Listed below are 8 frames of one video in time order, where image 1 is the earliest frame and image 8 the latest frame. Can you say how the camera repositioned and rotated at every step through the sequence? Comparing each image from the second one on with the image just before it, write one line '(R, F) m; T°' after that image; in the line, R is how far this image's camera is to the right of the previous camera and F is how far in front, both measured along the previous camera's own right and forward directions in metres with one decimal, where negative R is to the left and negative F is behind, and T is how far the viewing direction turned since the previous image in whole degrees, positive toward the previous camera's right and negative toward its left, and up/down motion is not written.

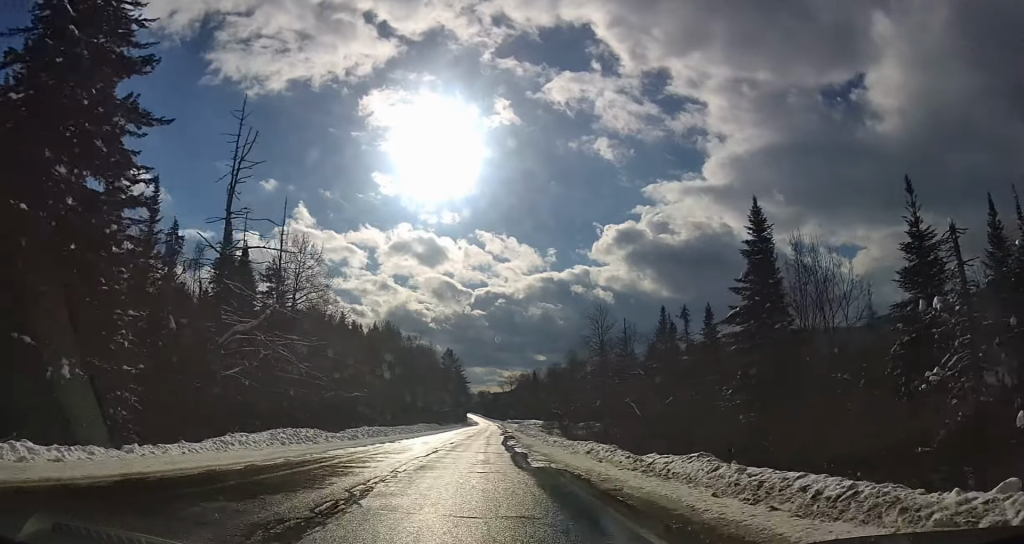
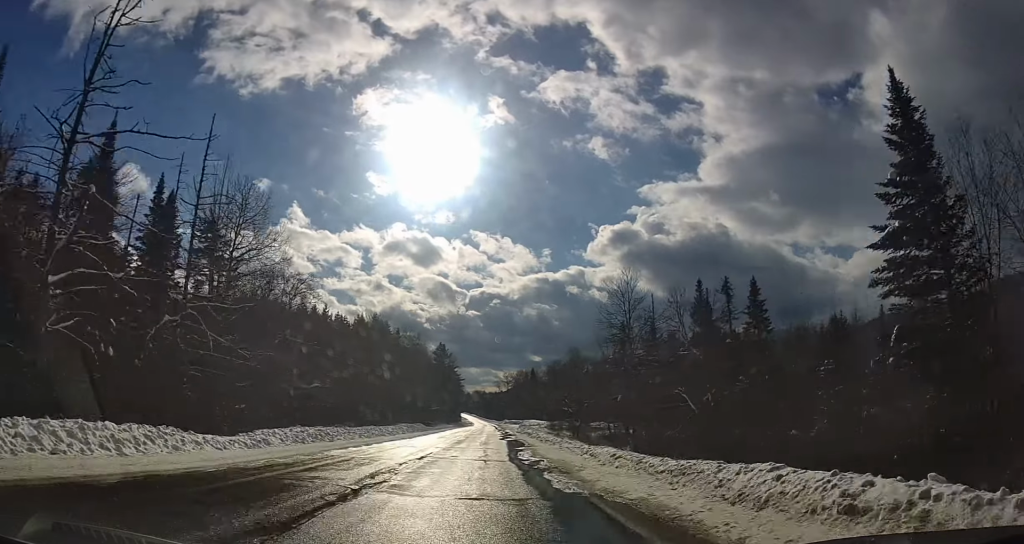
(0.0, +14.3) m; 0°
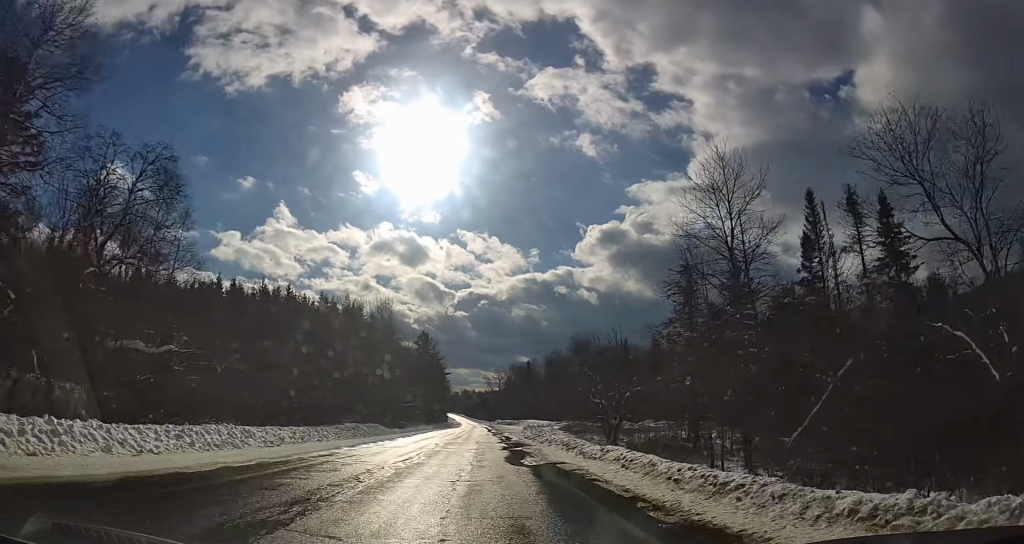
(+0.2, +24.2) m; +1°
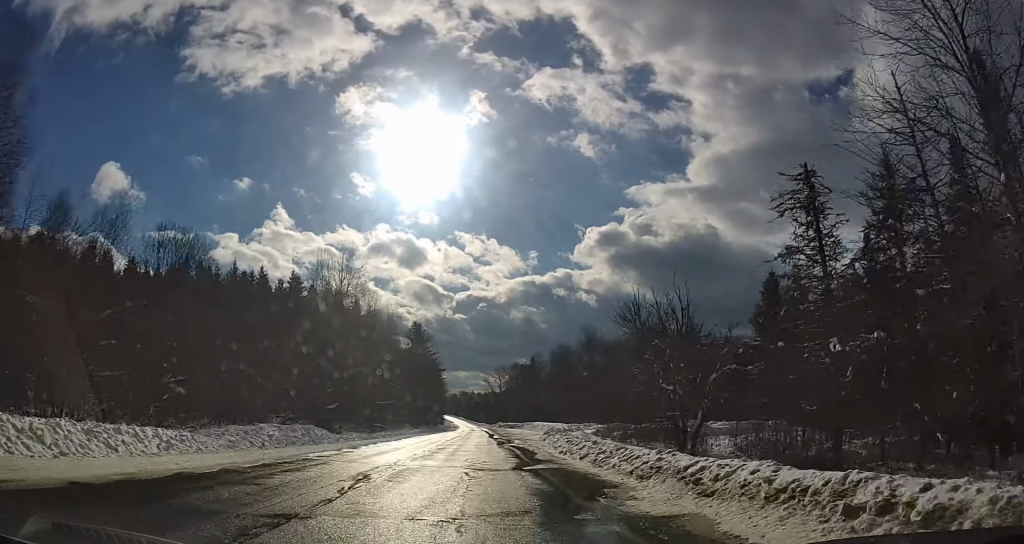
(+0.1, +18.1) m; +1°
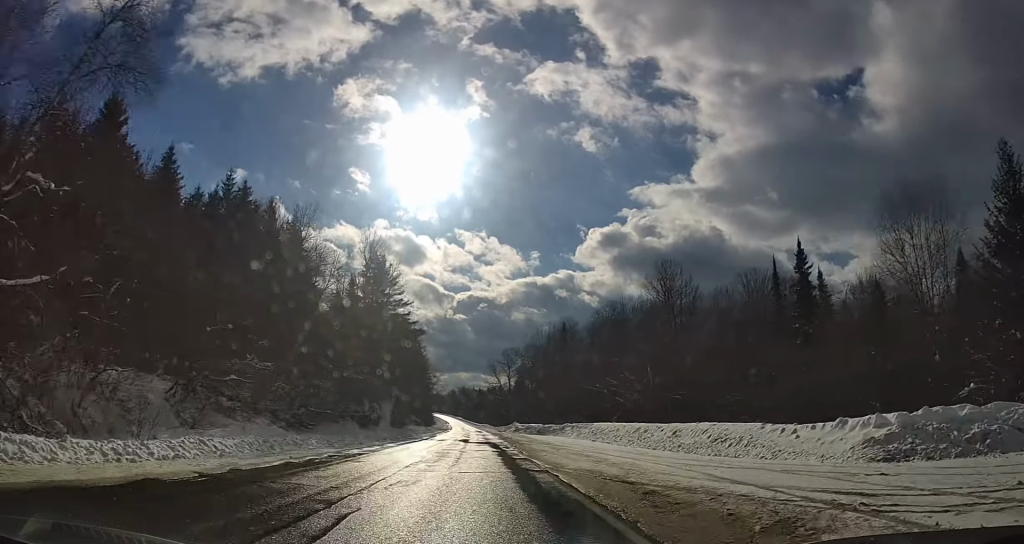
(+0.9, +57.1) m; +1°
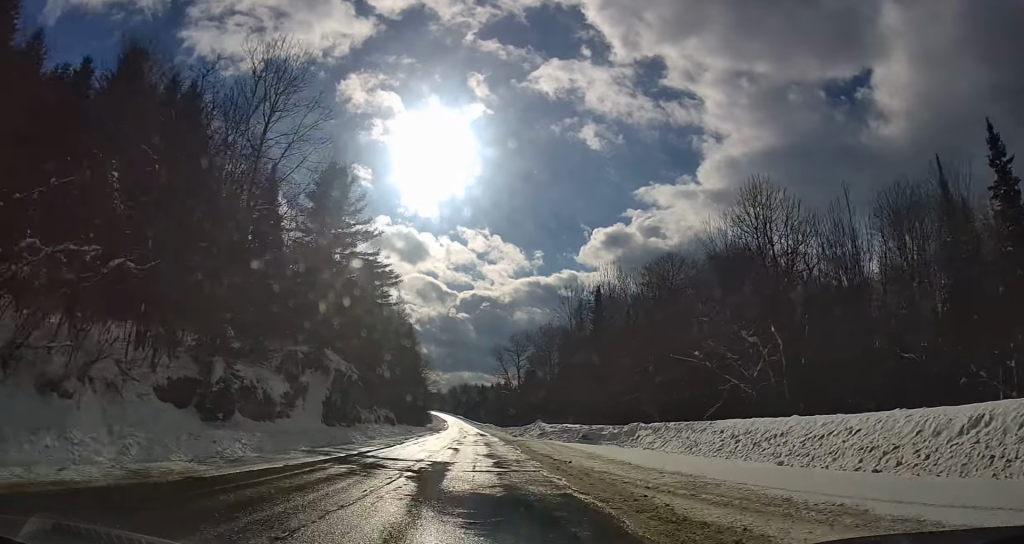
(-0.2, +29.0) m; 0°
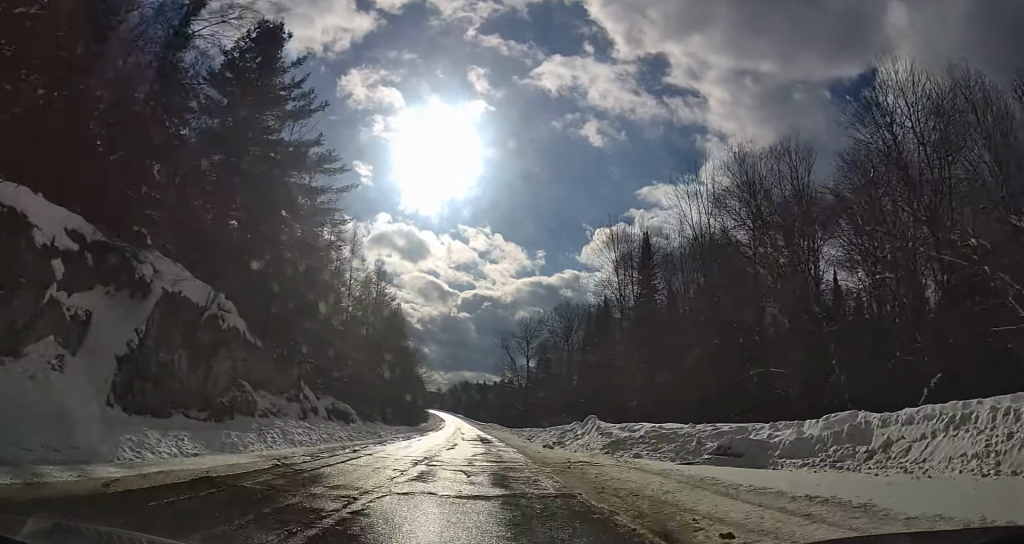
(0.0, +22.7) m; -1°
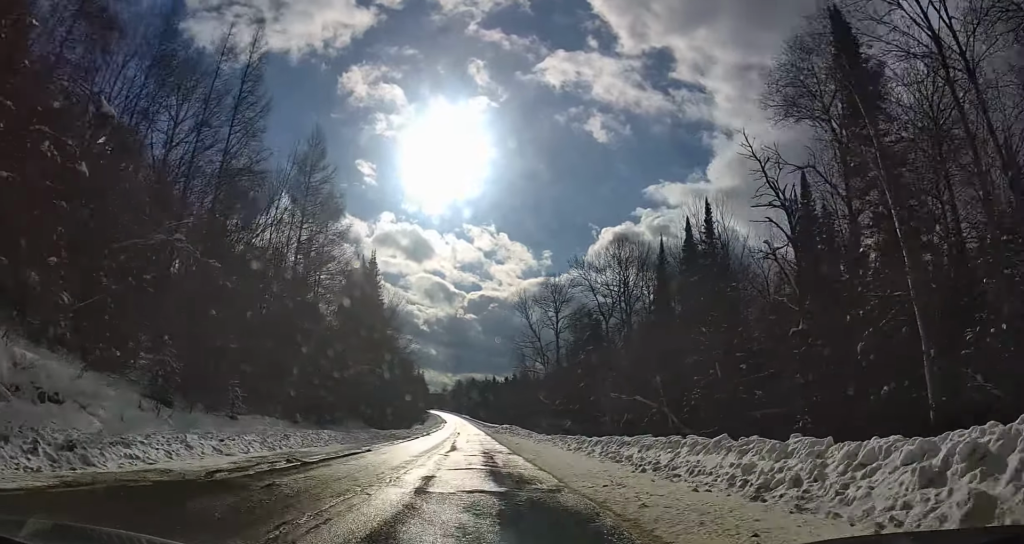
(-0.6, +35.3) m; -1°
